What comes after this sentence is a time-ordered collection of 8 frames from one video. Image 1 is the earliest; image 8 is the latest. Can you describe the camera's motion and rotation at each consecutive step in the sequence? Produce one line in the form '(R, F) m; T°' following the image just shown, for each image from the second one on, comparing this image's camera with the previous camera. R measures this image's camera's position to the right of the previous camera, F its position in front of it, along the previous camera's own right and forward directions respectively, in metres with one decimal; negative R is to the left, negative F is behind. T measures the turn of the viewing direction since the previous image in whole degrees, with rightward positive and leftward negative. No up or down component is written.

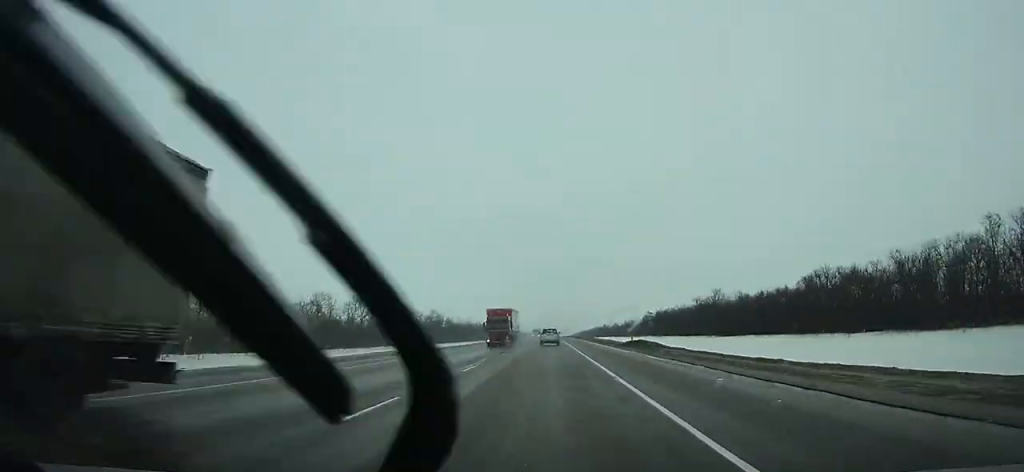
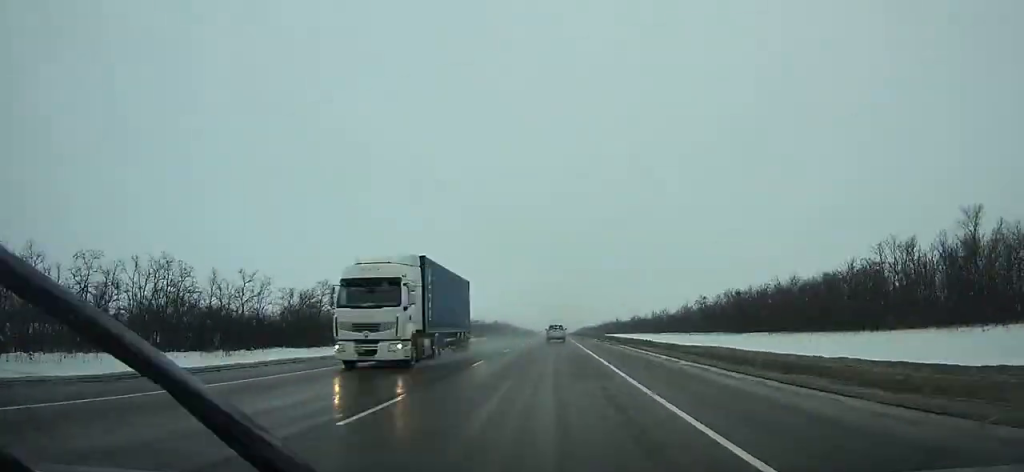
(-0.4, +107.6) m; 0°
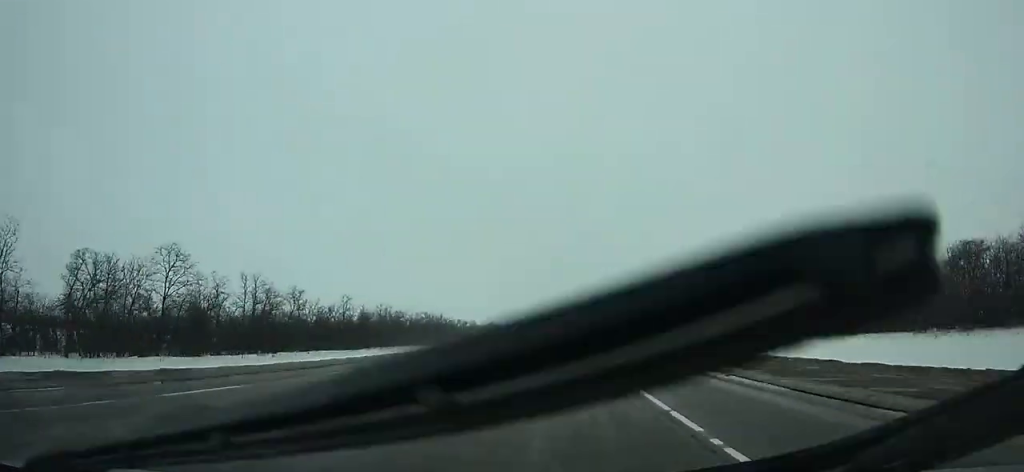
(+0.2, +48.8) m; 0°
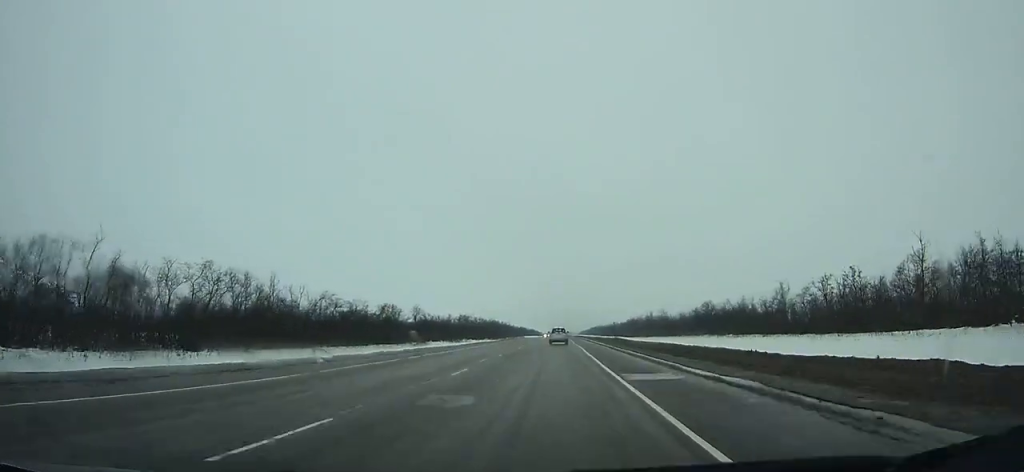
(0.0, +121.6) m; 0°
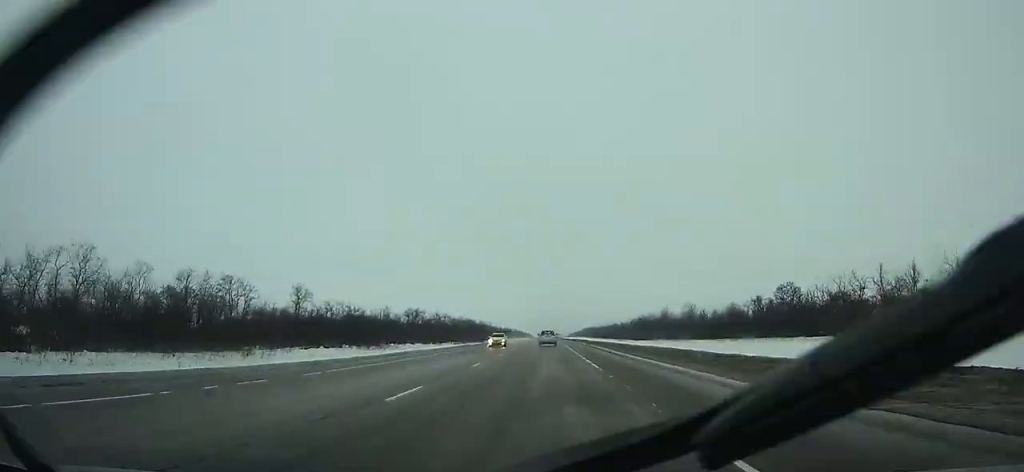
(-0.1, +78.1) m; 0°
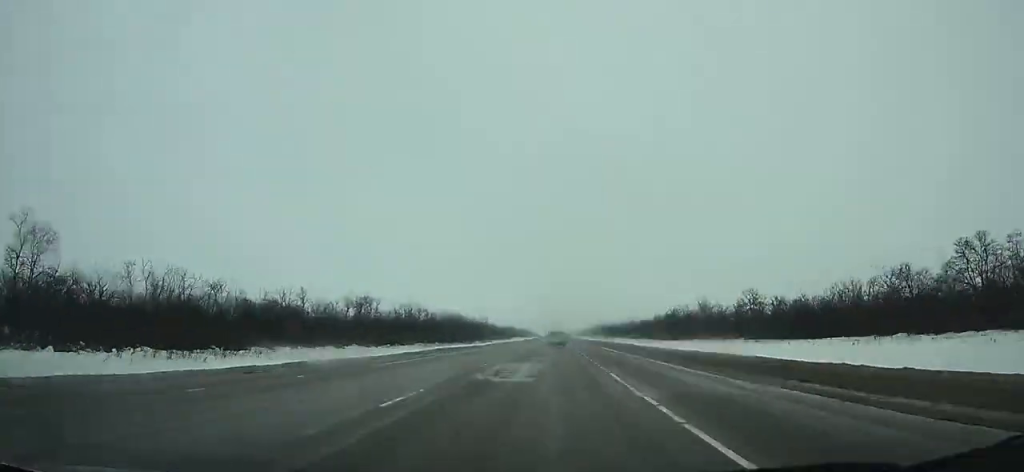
(-0.1, +60.7) m; 0°
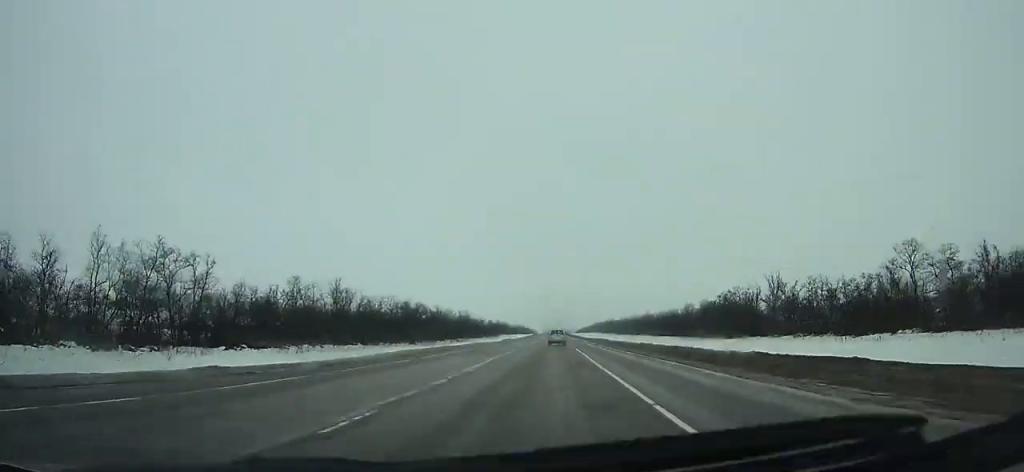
(-0.1, +73.7) m; 0°
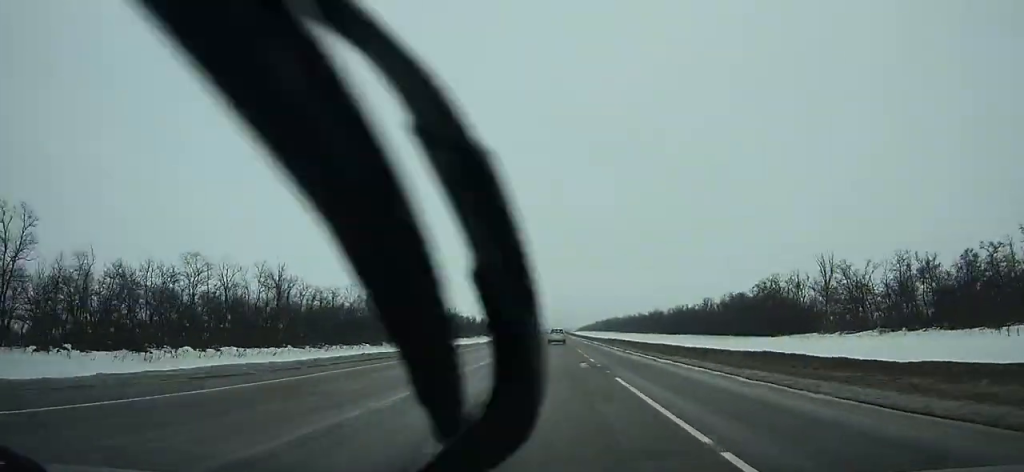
(+0.1, +30.4) m; 0°
